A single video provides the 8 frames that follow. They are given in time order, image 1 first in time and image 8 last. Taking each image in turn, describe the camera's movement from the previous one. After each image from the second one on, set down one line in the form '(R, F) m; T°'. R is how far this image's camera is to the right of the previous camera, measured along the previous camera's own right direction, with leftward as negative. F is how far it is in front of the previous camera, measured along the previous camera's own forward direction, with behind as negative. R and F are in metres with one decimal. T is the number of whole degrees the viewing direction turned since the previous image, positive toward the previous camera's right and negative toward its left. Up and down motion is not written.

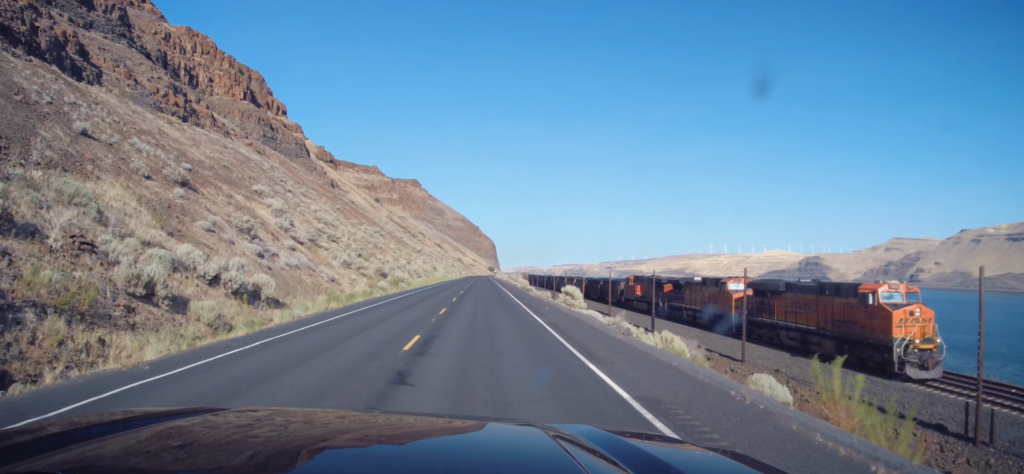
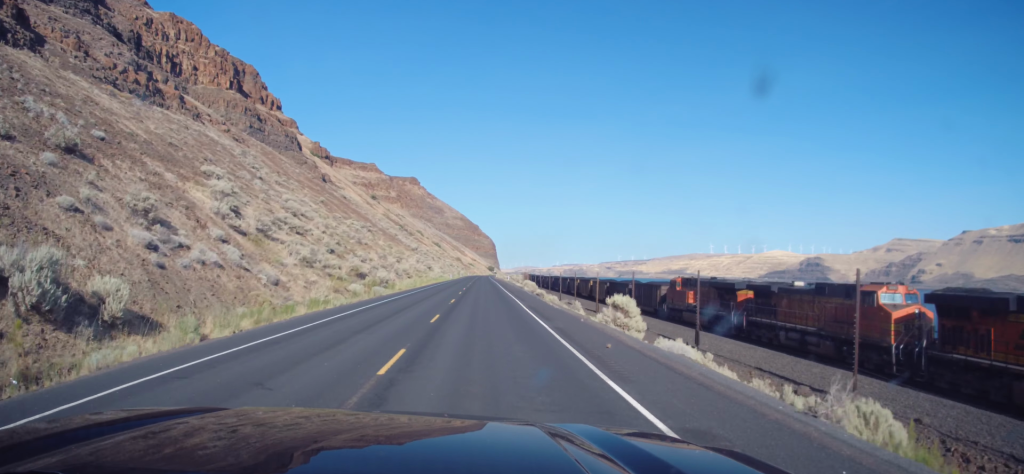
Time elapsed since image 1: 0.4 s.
(+0.1, +13.8) m; 0°
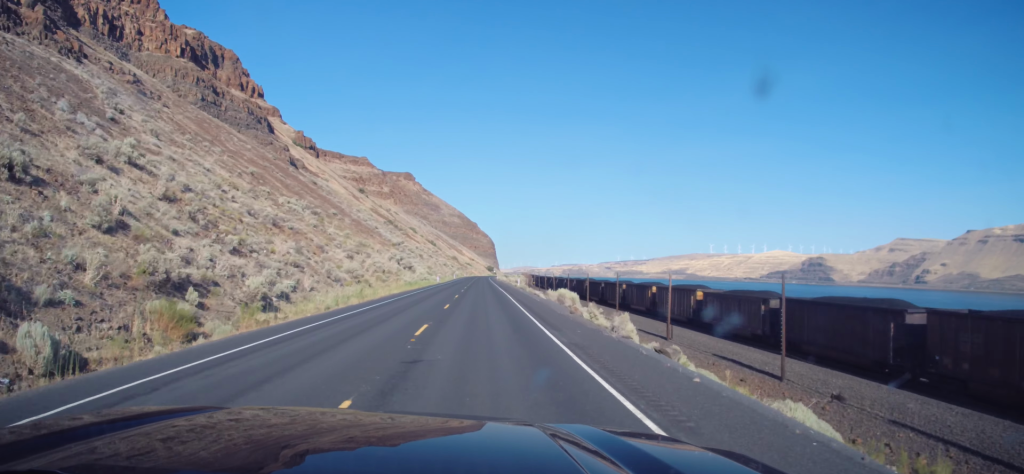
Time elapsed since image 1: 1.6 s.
(-0.3, +40.2) m; 0°
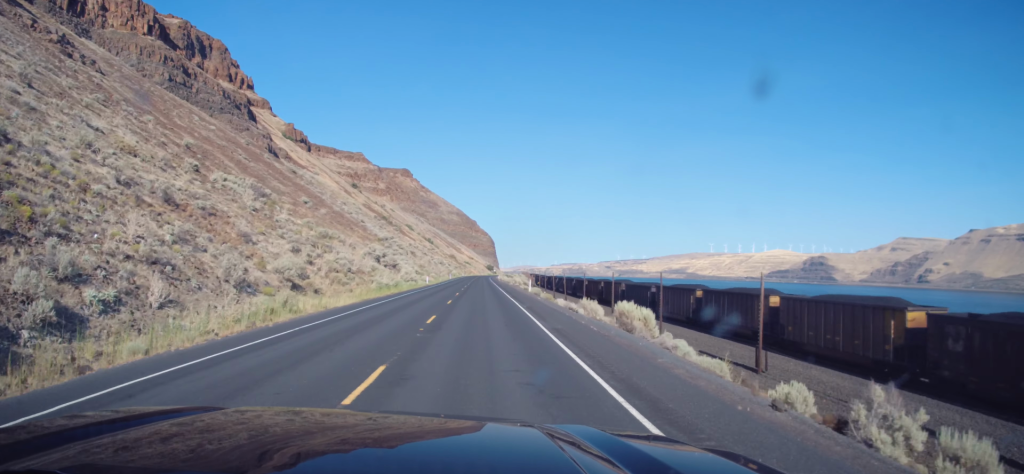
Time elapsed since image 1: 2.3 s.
(+0.3, +20.4) m; 0°
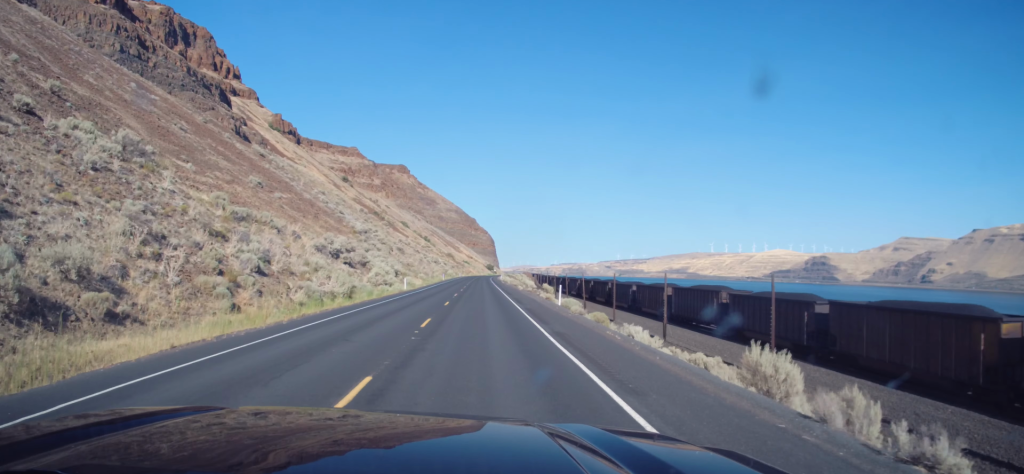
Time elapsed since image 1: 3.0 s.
(-0.3, +25.2) m; 0°
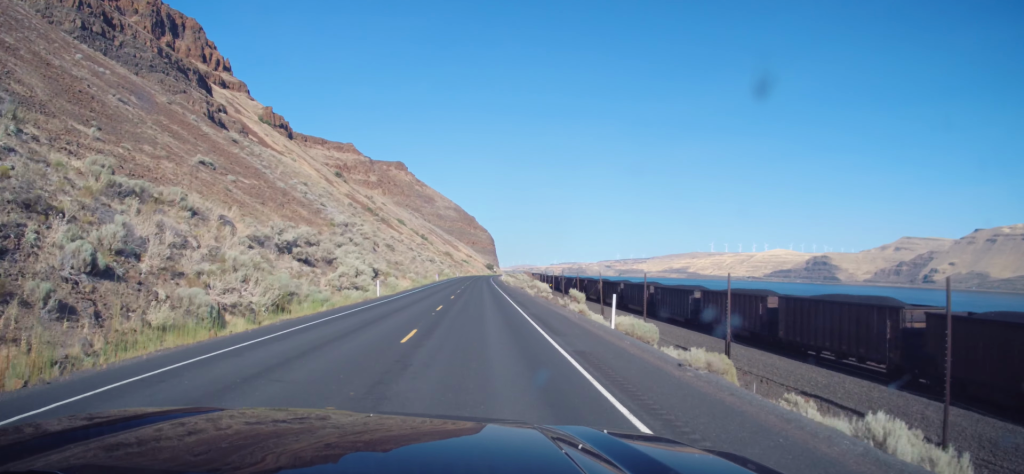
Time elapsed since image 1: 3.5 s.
(0.0, +16.5) m; 0°
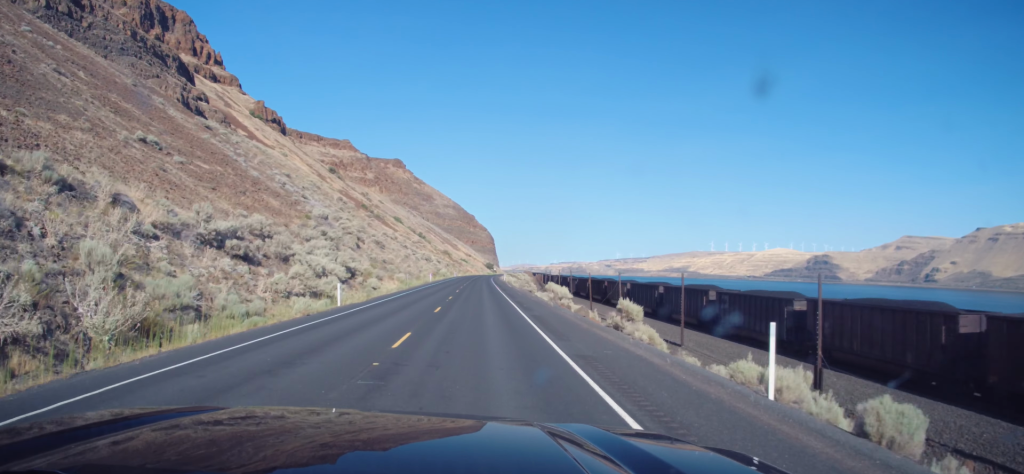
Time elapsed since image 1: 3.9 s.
(+0.2, +13.7) m; 0°
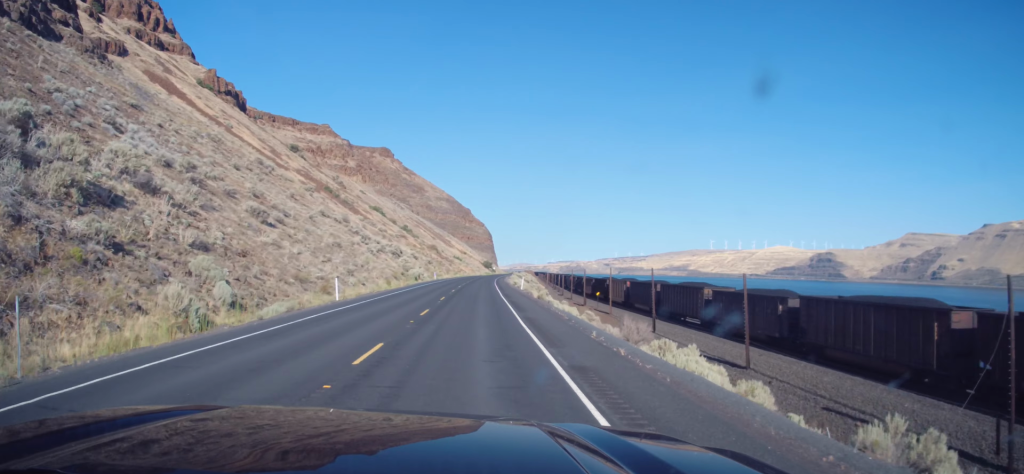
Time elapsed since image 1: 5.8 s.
(-0.2, +62.2) m; -1°
